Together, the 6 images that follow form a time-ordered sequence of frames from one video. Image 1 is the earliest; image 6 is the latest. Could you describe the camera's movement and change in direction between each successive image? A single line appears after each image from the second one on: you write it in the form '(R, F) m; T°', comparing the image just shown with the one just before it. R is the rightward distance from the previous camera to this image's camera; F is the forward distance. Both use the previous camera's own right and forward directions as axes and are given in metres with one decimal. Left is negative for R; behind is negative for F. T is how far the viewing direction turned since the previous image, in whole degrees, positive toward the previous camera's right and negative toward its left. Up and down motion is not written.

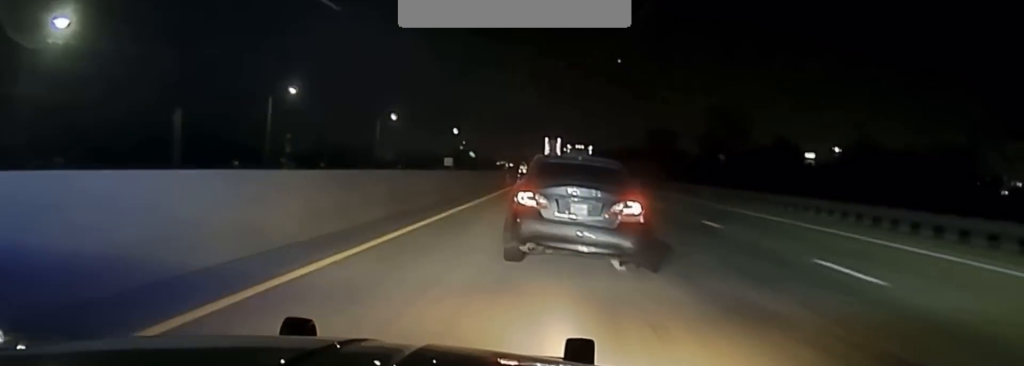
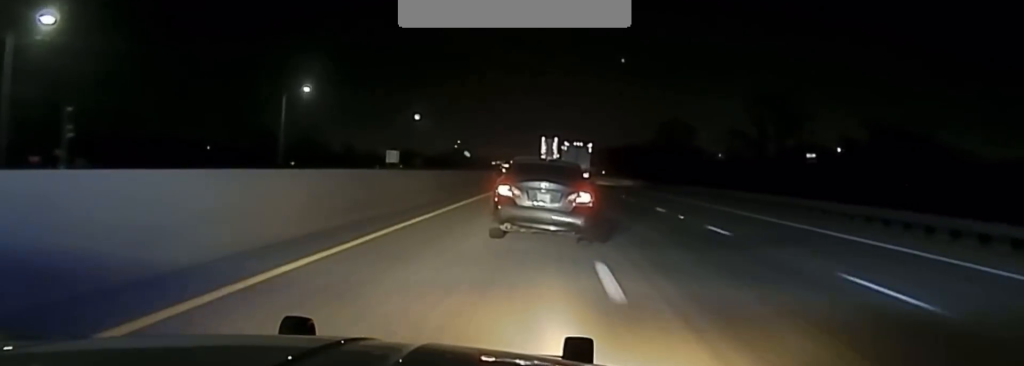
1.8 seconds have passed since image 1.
(-0.3, +64.6) m; 0°
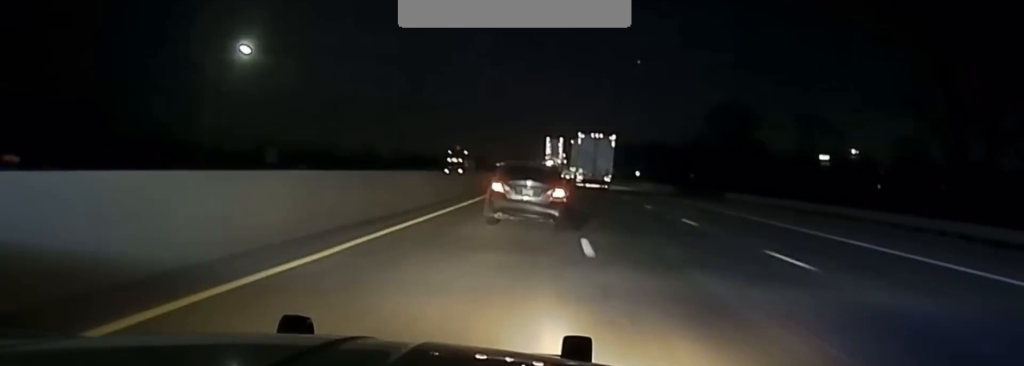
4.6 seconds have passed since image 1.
(+3.5, +104.2) m; +2°
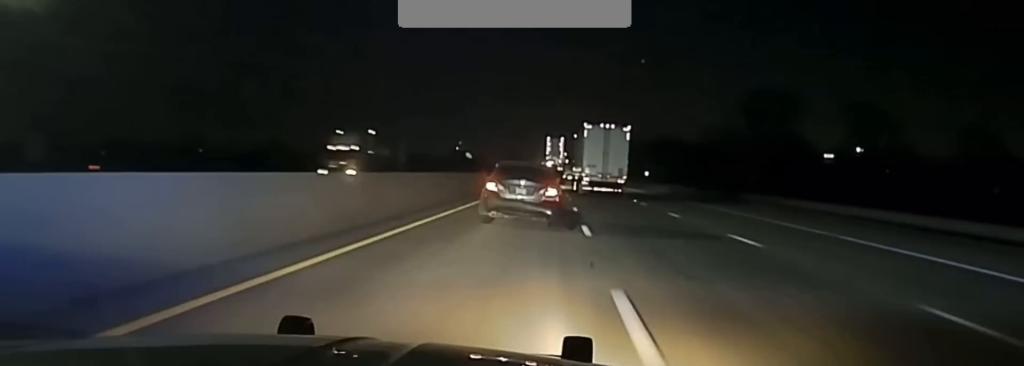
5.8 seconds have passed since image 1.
(-0.8, +45.3) m; -1°
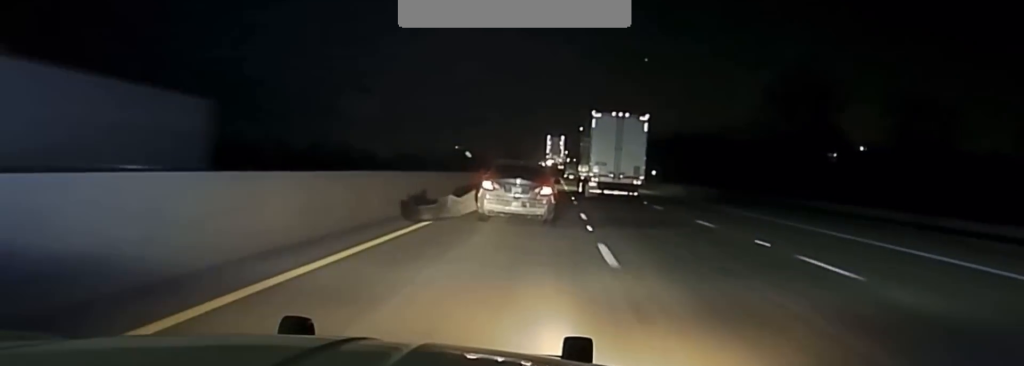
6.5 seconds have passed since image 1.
(0.0, +28.2) m; 0°
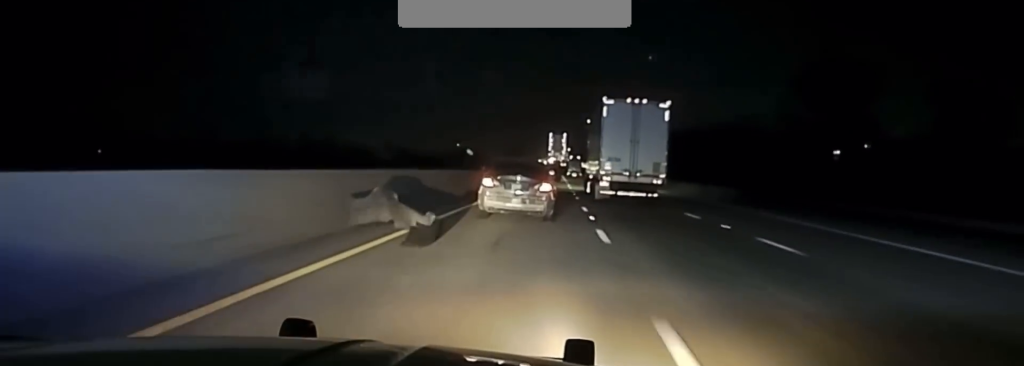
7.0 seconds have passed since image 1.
(0.0, +20.0) m; 0°
